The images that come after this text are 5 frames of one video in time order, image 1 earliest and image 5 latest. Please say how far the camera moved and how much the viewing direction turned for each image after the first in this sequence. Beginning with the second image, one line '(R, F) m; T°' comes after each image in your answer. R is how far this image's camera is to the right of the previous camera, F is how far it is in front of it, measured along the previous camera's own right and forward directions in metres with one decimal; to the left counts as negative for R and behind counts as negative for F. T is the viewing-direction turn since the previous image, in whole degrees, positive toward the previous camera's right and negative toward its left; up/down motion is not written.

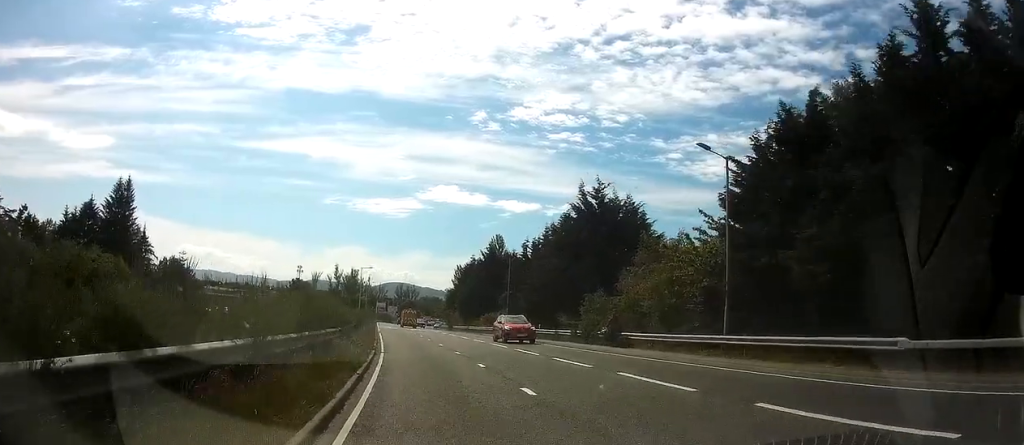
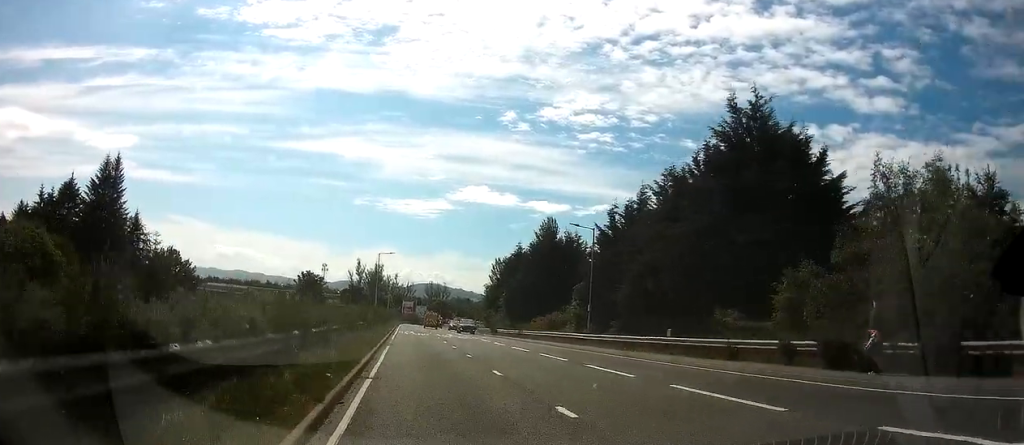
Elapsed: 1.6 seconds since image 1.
(-0.5, +21.1) m; -3°
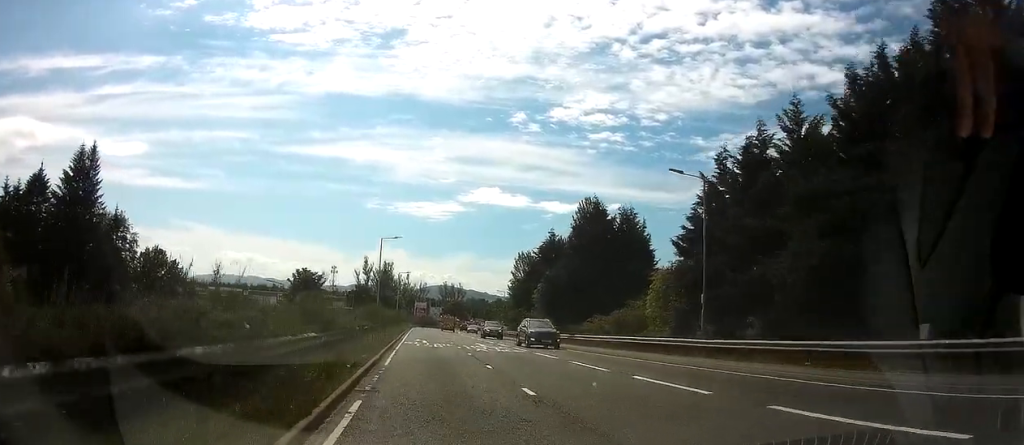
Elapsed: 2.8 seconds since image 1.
(-0.4, +15.6) m; 0°
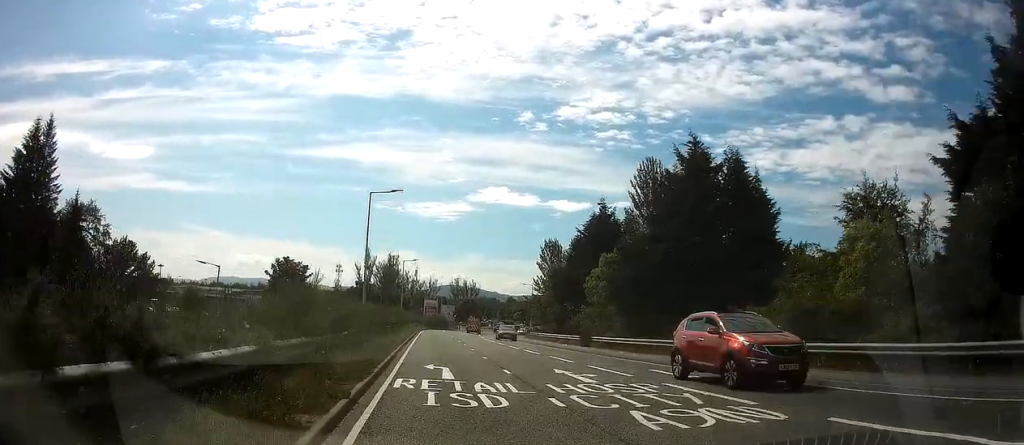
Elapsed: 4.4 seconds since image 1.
(-0.1, +19.6) m; -2°
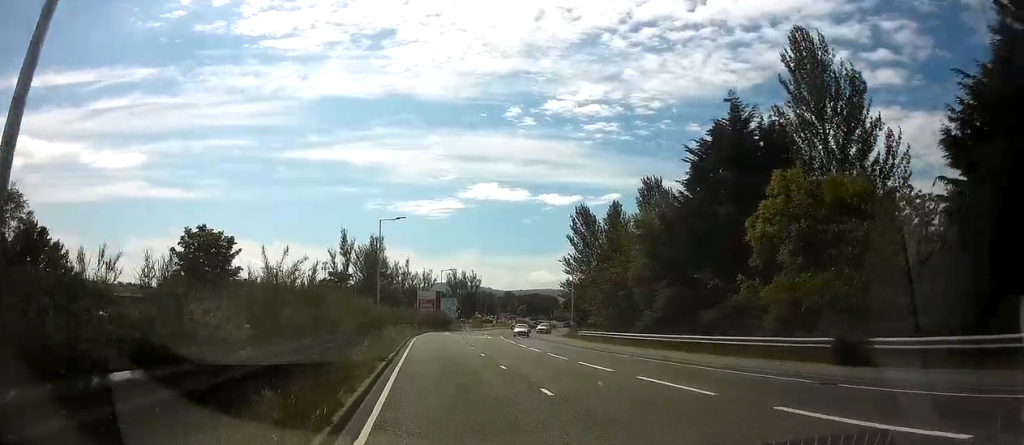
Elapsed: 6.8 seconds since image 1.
(-0.3, +29.1) m; +1°
